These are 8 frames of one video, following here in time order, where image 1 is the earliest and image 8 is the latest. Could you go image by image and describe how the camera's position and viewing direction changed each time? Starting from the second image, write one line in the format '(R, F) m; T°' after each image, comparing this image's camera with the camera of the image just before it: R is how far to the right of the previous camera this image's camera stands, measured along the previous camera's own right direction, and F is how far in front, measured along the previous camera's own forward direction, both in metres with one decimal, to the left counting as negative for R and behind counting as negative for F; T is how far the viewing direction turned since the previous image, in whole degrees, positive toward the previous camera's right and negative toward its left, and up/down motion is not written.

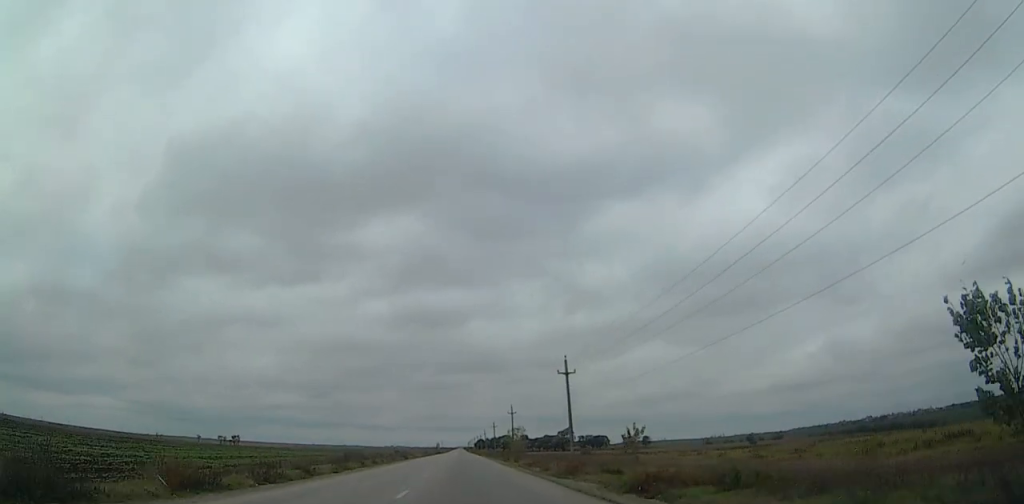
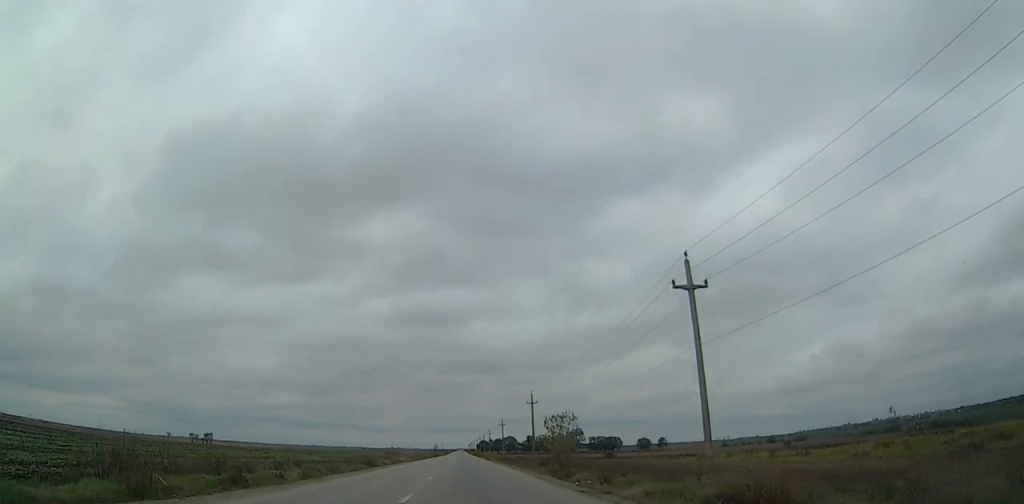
(0.0, +35.4) m; 0°
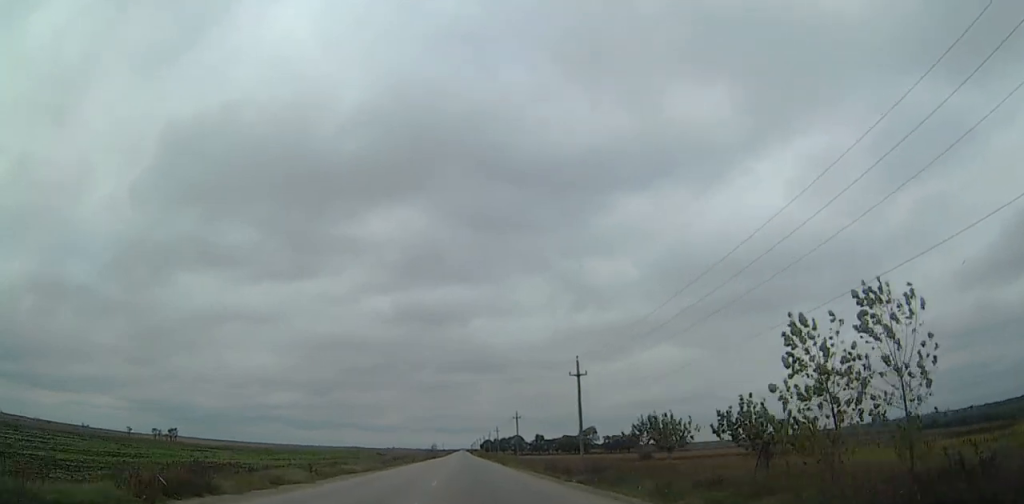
(0.0, +37.1) m; 0°
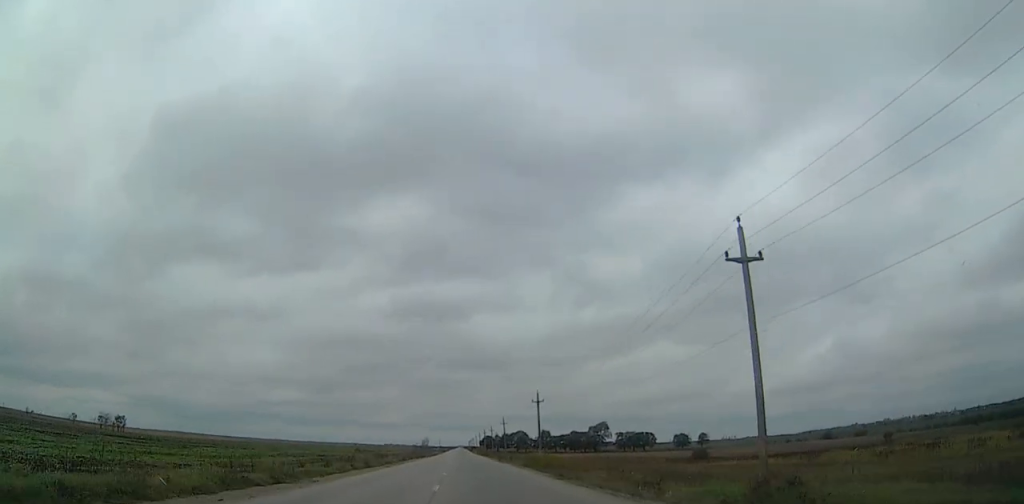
(+0.1, +38.0) m; 0°
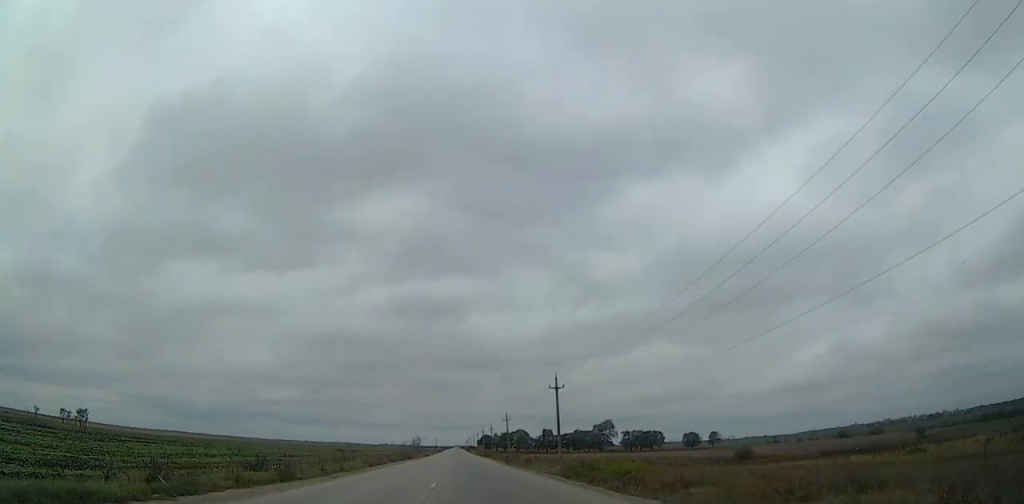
(+0.1, +20.9) m; 0°
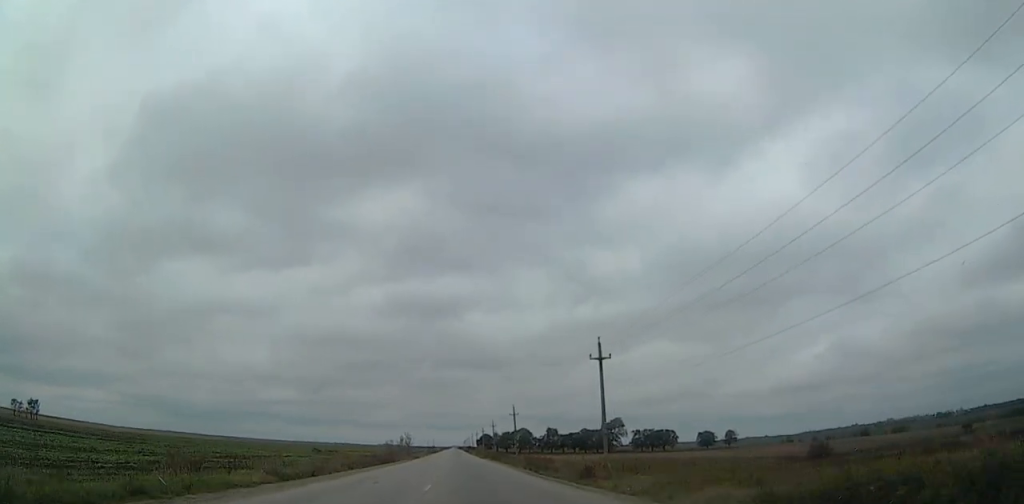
(0.0, +22.9) m; 0°
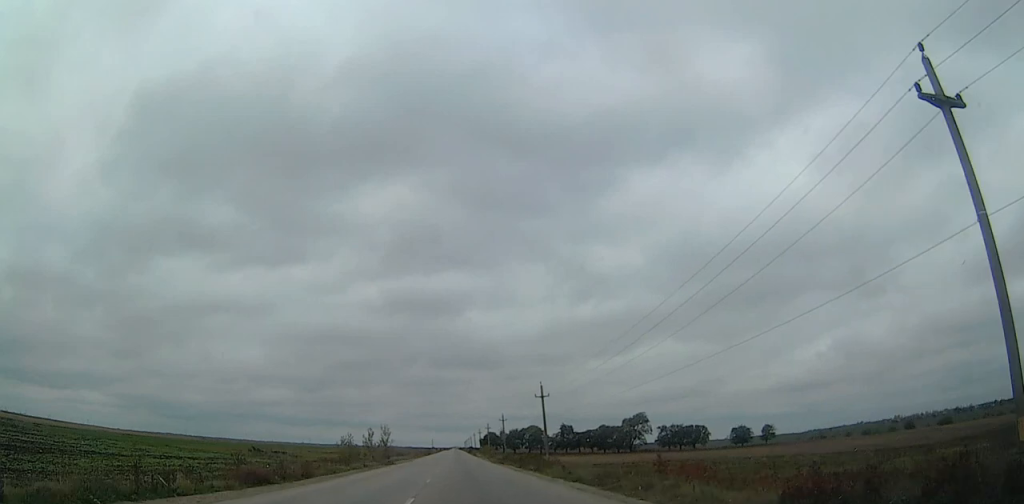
(0.0, +40.1) m; 0°
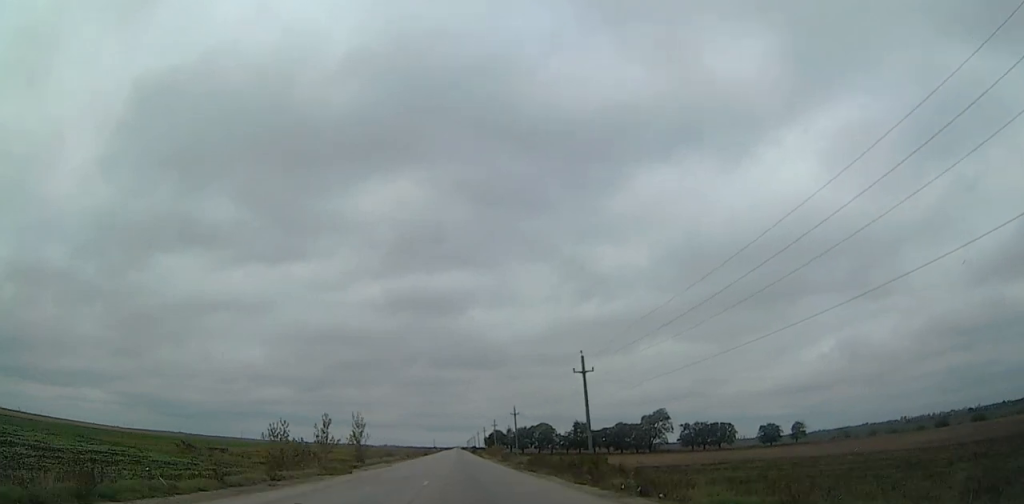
(0.0, +25.1) m; 0°
